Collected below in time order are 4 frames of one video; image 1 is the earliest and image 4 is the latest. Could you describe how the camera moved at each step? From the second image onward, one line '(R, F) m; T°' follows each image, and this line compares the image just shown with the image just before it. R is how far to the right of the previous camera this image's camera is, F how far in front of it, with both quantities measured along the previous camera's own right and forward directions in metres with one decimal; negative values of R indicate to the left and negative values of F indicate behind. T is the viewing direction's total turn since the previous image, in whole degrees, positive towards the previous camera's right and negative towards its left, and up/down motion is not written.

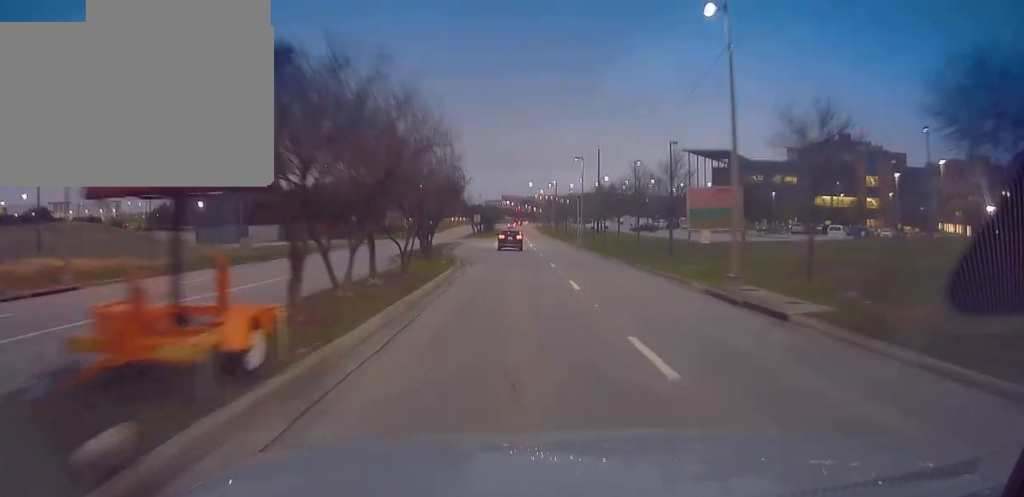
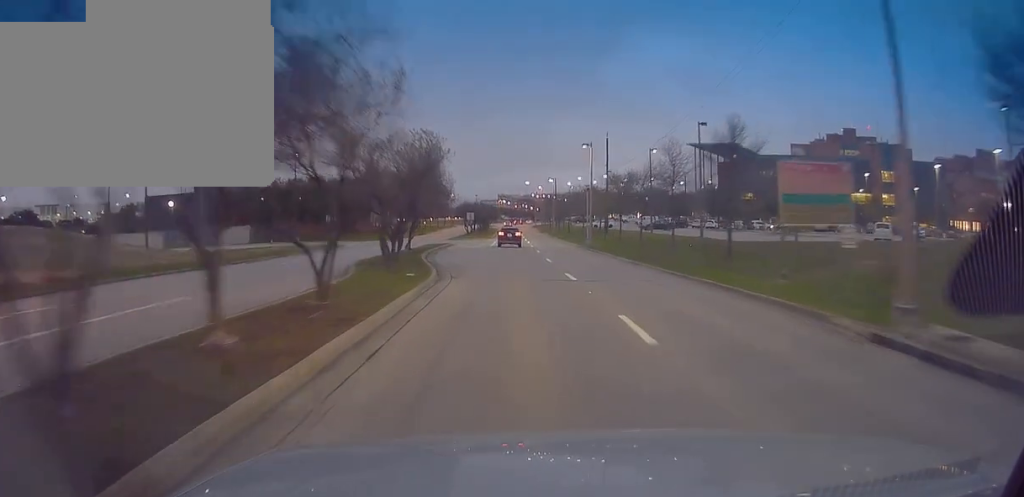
(-0.2, +10.2) m; -1°
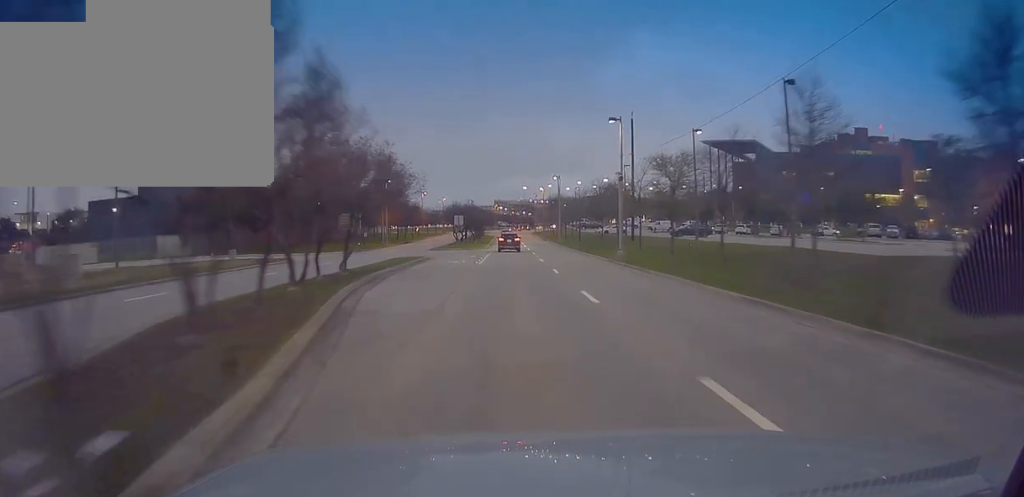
(0.0, +16.9) m; 0°
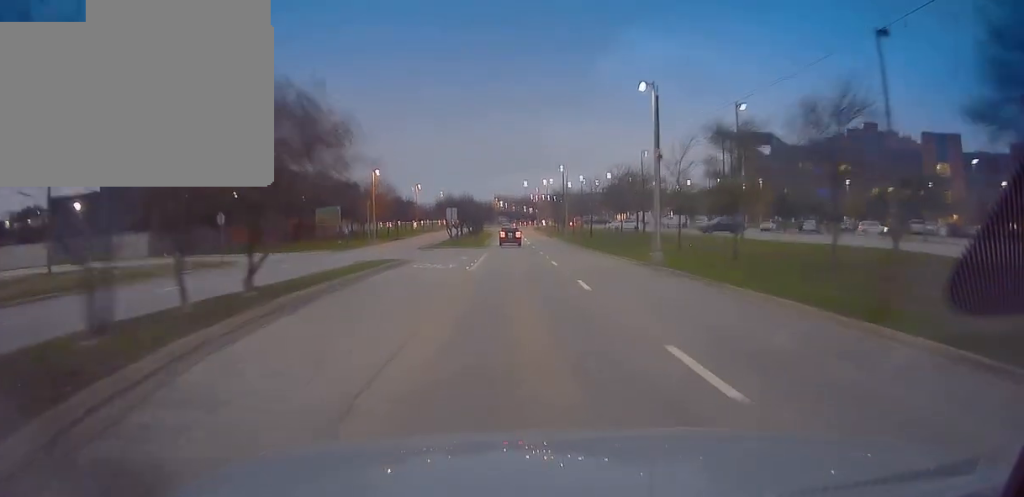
(0.0, +10.1) m; 0°
